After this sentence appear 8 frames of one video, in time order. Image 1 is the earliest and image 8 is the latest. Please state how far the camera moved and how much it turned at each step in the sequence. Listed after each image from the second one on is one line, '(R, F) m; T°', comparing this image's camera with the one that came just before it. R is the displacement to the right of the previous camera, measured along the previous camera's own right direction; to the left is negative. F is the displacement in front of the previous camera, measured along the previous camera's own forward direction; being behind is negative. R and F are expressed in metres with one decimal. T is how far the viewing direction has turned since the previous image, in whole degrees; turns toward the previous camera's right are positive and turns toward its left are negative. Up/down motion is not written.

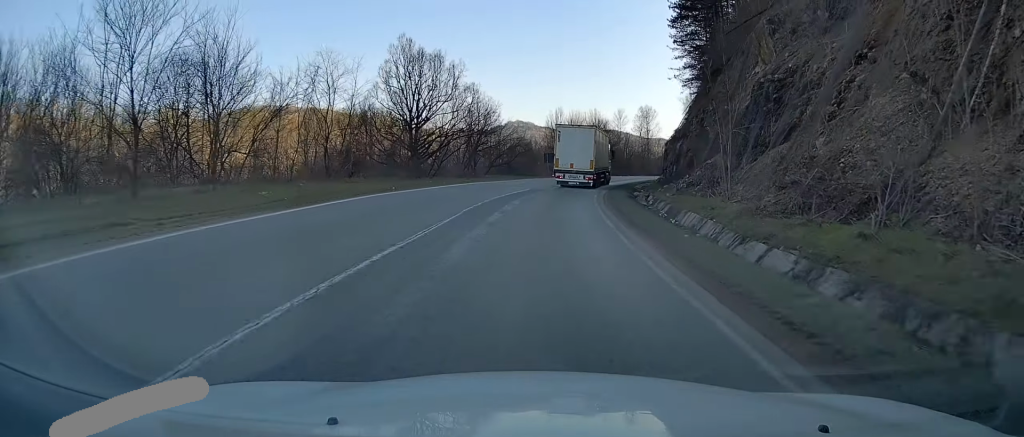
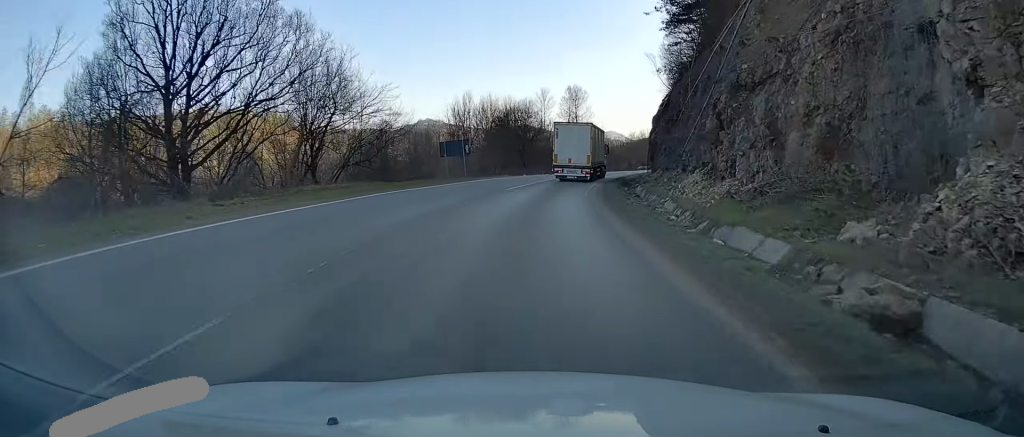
(+2.3, +32.0) m; +7°
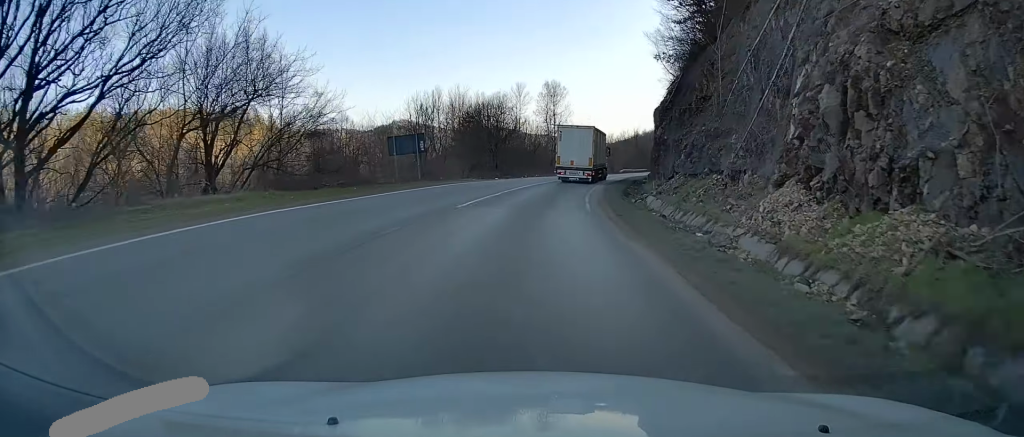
(+0.2, +11.0) m; +2°
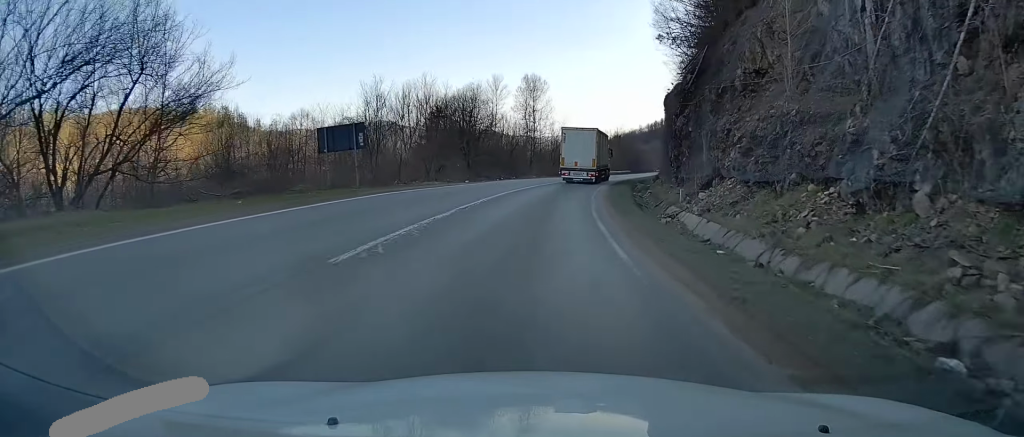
(+0.2, +10.4) m; +2°
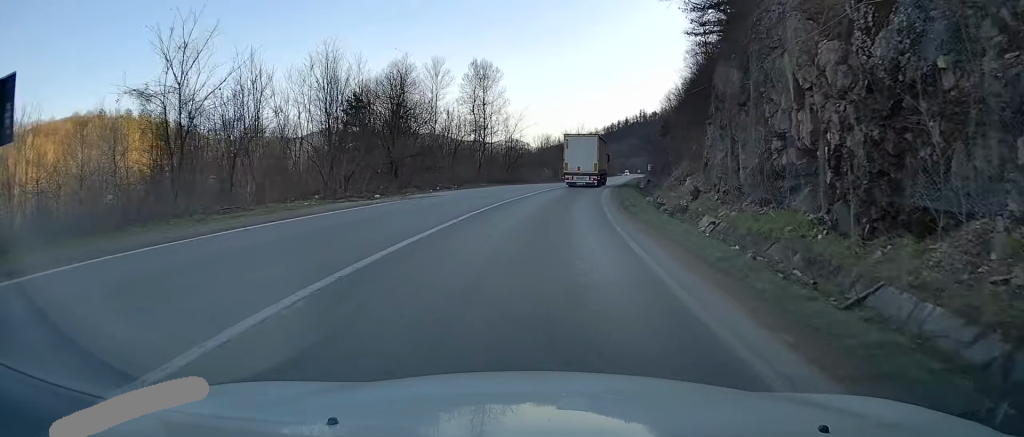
(+0.9, +20.5) m; +4°
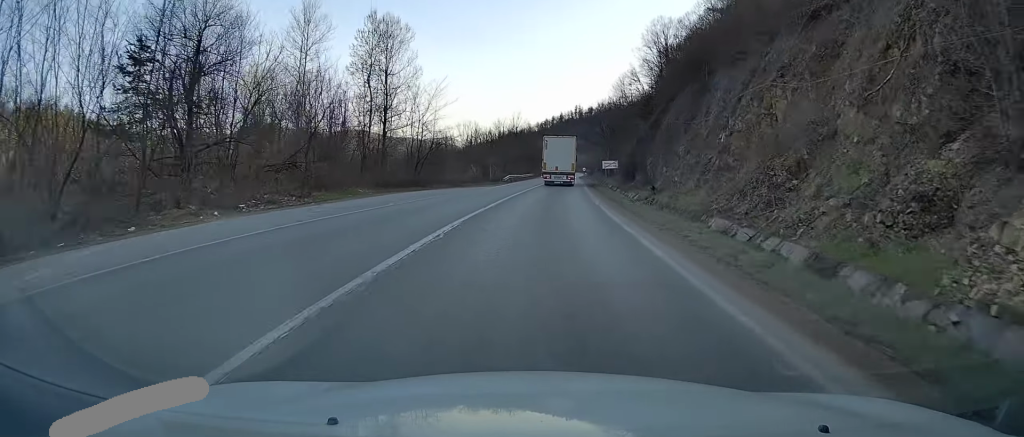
(+1.1, +28.1) m; +4°
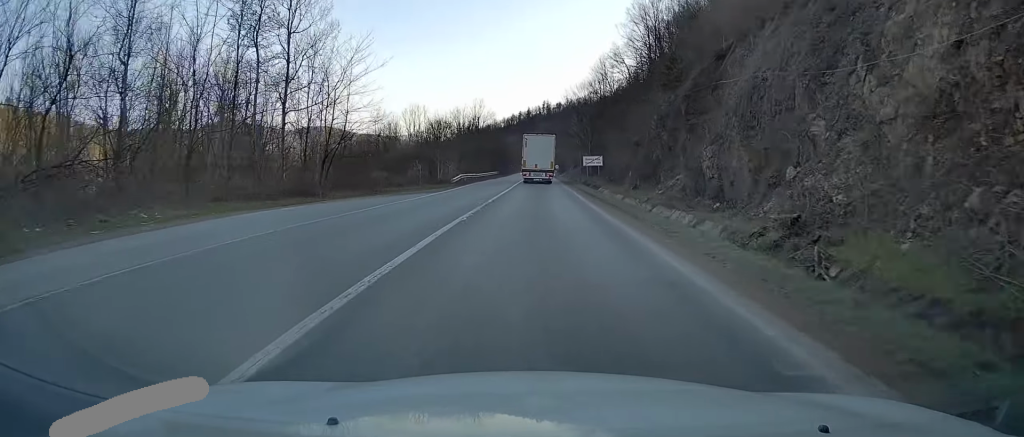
(+0.5, +21.9) m; +2°
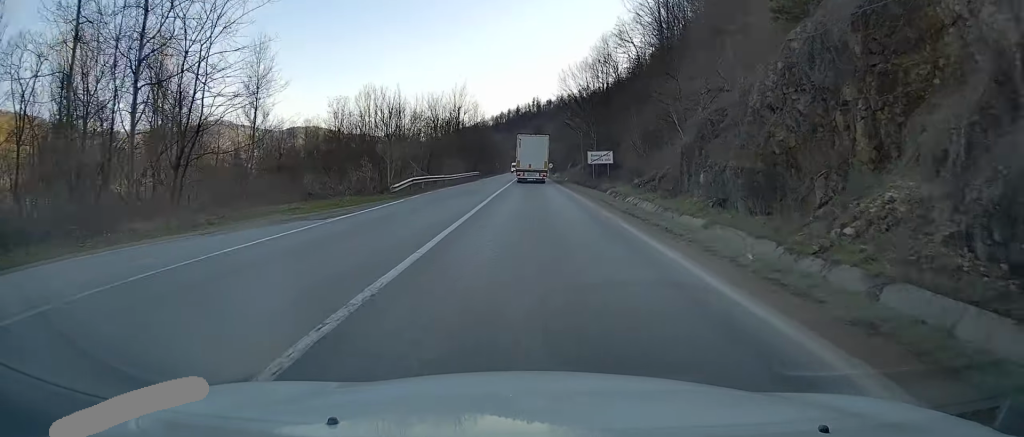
(+0.4, +19.6) m; 0°
